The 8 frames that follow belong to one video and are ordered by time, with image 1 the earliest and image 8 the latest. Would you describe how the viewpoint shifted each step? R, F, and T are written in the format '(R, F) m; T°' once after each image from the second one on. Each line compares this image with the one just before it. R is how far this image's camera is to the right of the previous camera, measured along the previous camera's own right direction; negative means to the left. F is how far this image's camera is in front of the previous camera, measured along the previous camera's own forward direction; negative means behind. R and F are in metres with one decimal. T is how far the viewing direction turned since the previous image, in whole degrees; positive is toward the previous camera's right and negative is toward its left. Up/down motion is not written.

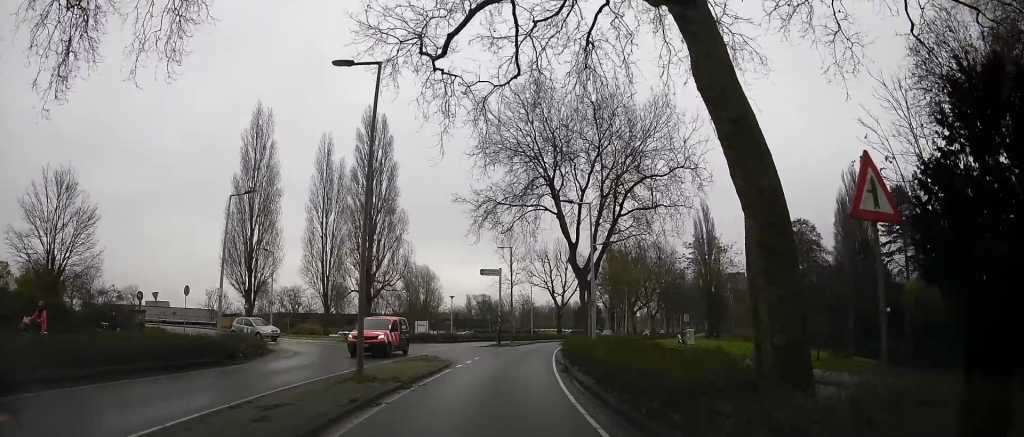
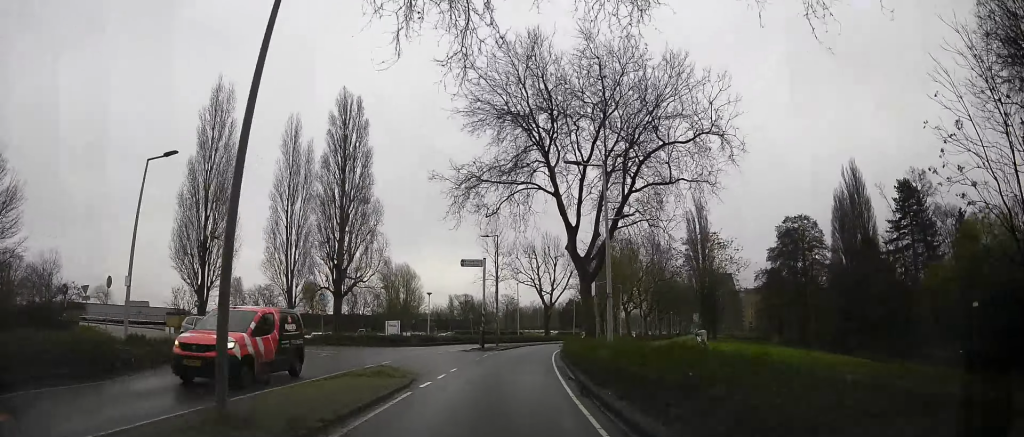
(+0.6, +5.7) m; -1°
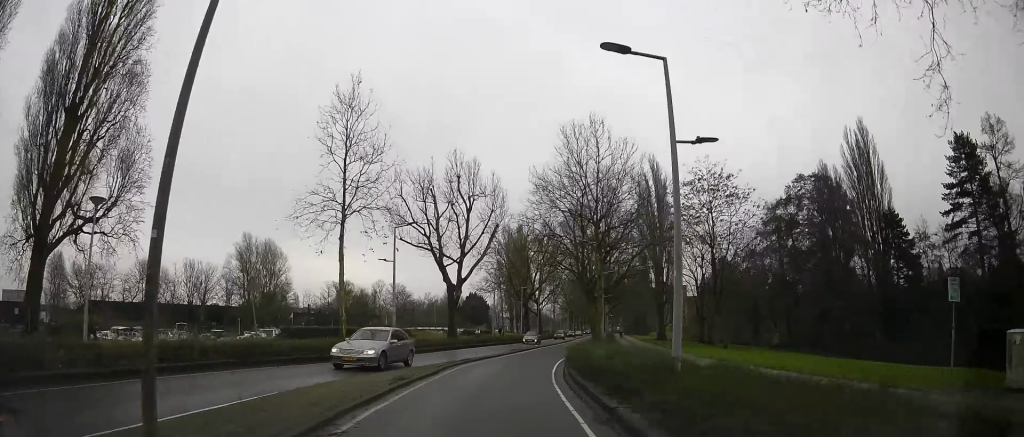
(+0.6, +31.5) m; +12°
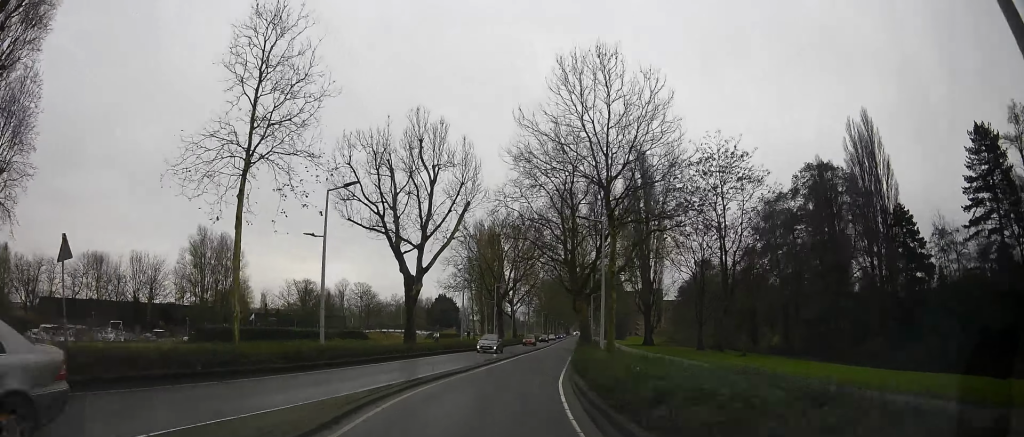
(+0.7, +8.3) m; +5°
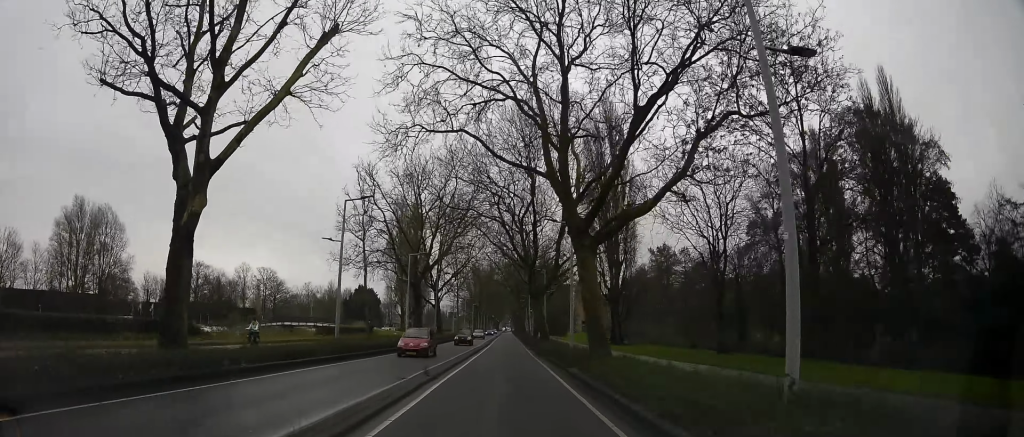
(+1.6, +20.1) m; +10°
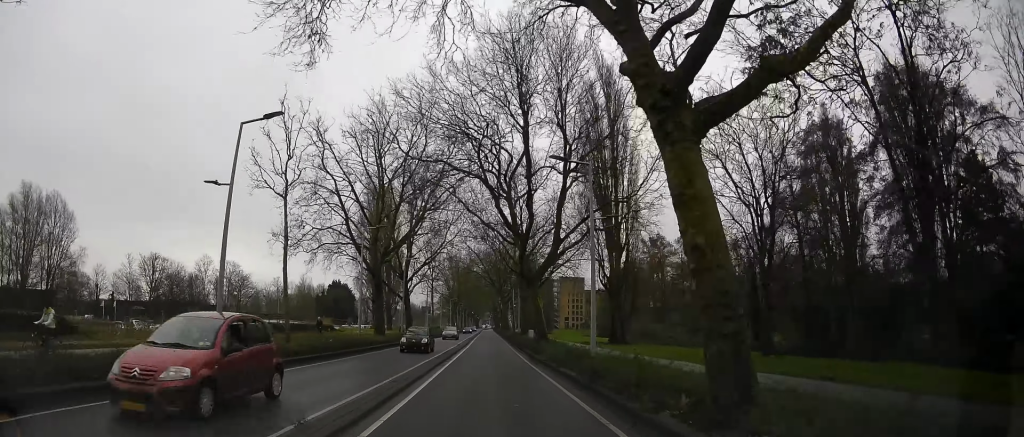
(+0.6, +9.5) m; +4°
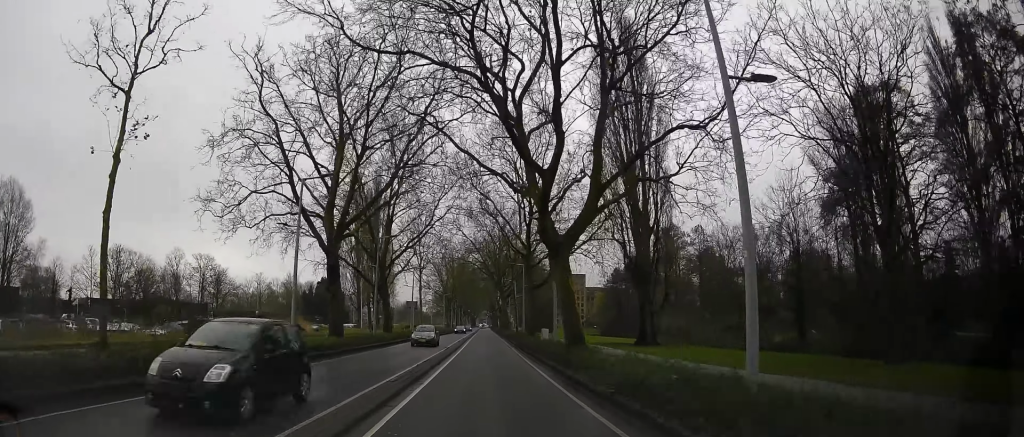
(+0.5, +10.4) m; +2°
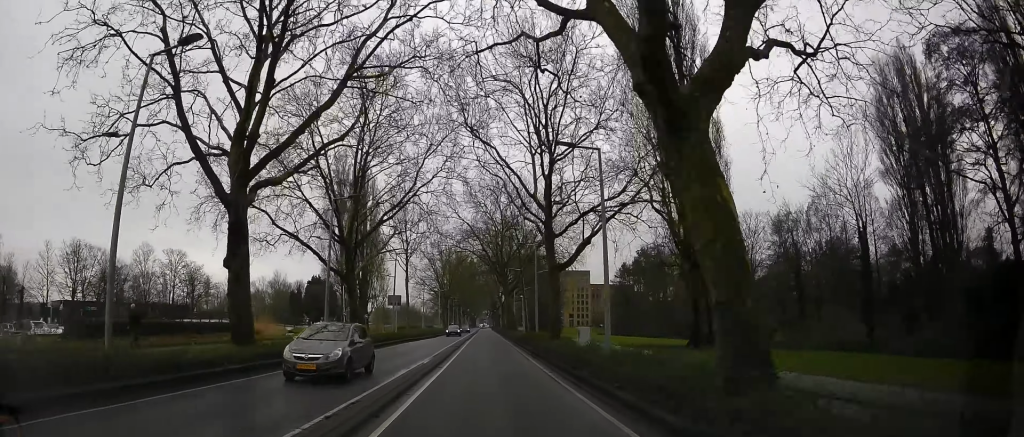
(+0.3, +10.7) m; -1°
